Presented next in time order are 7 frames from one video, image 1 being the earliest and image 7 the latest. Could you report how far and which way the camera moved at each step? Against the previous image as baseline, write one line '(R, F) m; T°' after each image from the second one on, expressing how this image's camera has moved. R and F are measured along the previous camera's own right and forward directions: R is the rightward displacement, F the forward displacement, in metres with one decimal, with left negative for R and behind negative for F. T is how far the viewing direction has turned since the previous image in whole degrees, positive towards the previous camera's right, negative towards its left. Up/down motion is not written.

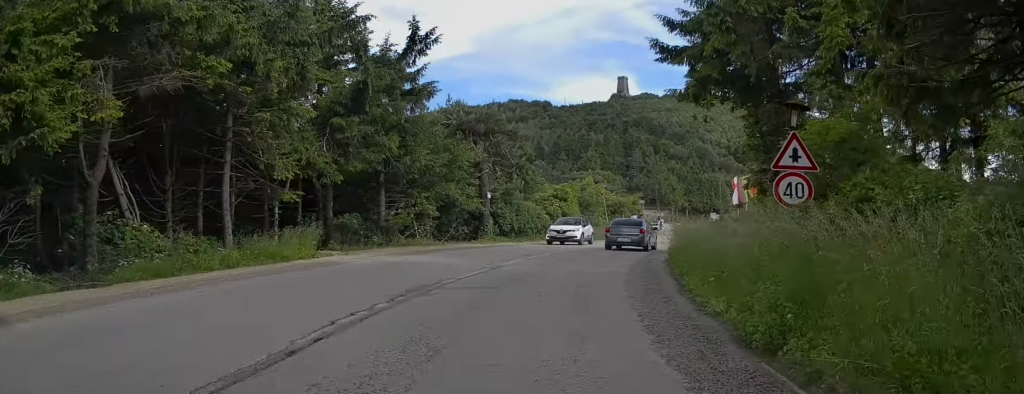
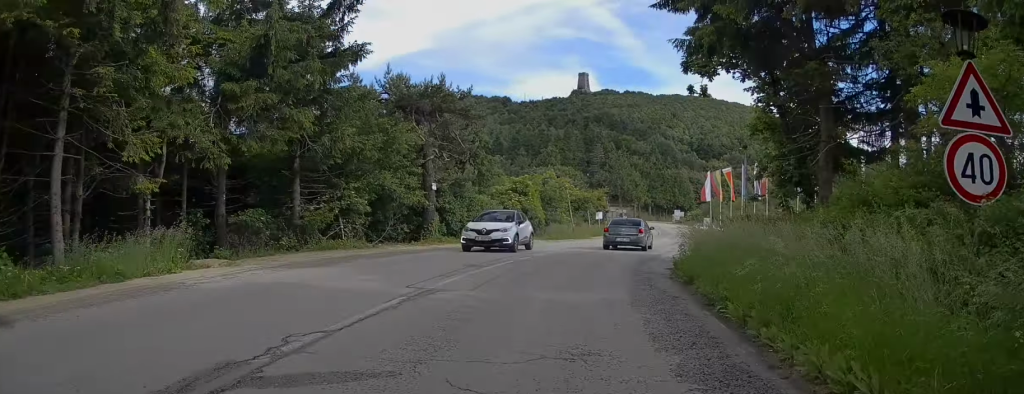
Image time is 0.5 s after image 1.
(+0.1, +5.9) m; +4°
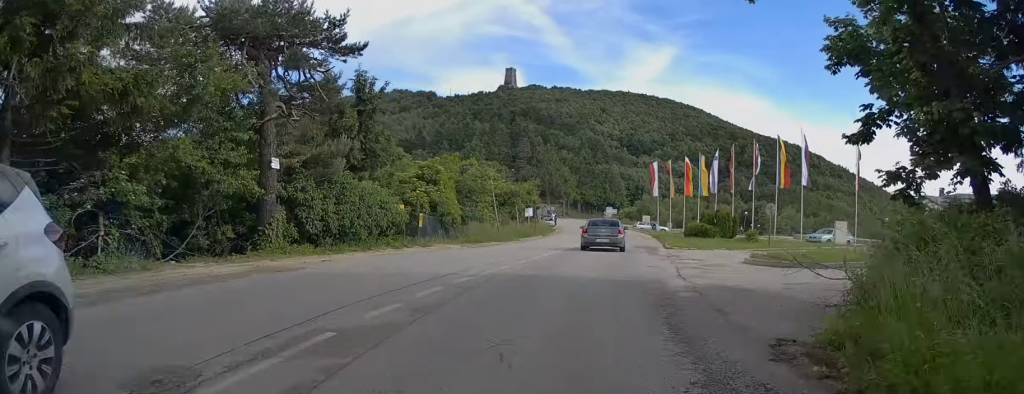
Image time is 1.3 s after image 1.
(+0.8, +10.9) m; +6°
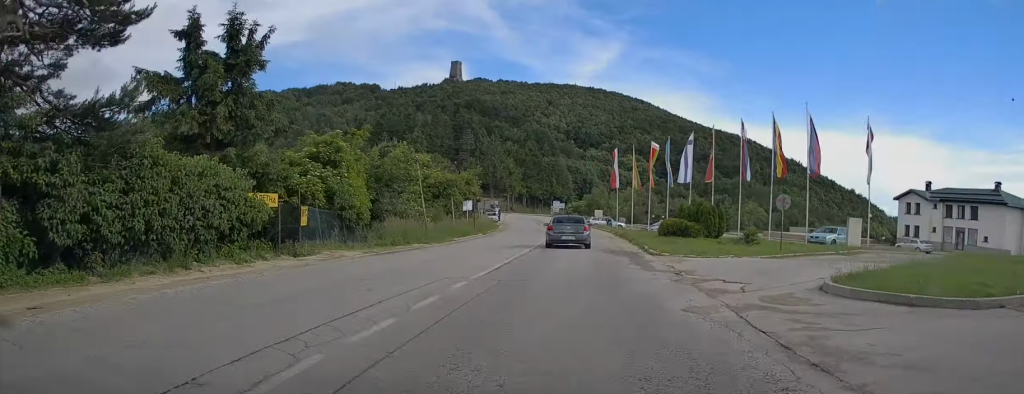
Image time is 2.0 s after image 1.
(+0.4, +8.8) m; +4°
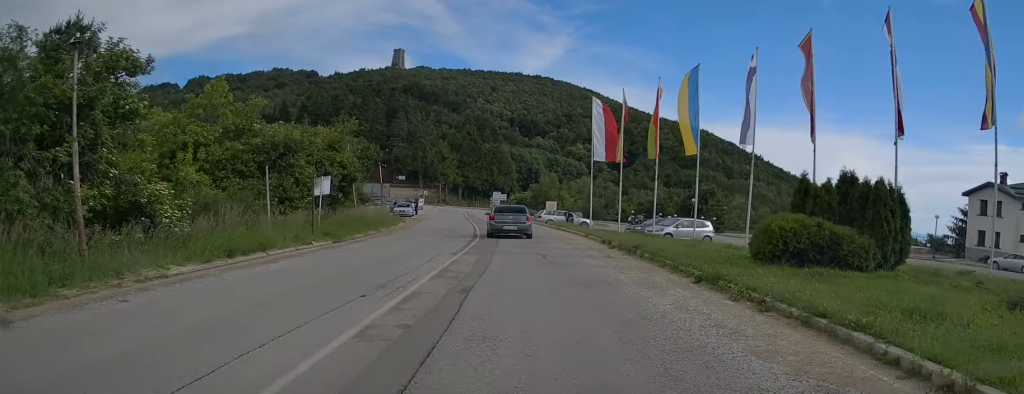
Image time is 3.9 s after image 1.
(+1.4, +23.7) m; +4°
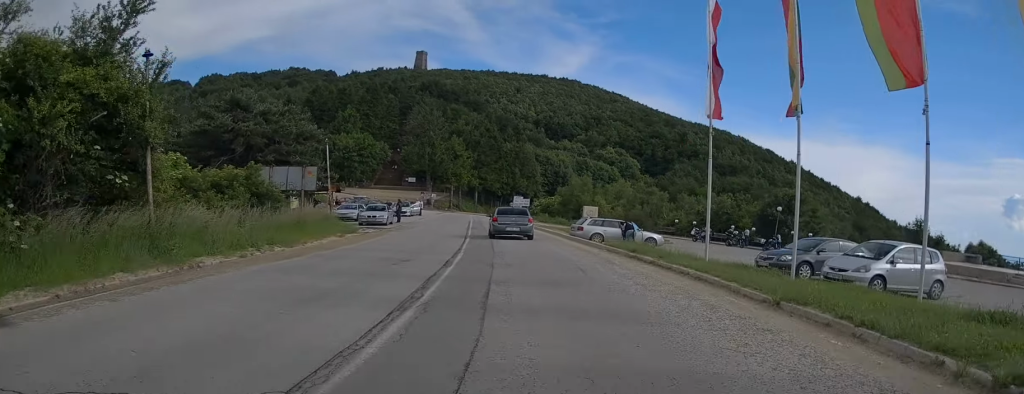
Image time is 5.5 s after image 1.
(-0.4, +20.0) m; -2°
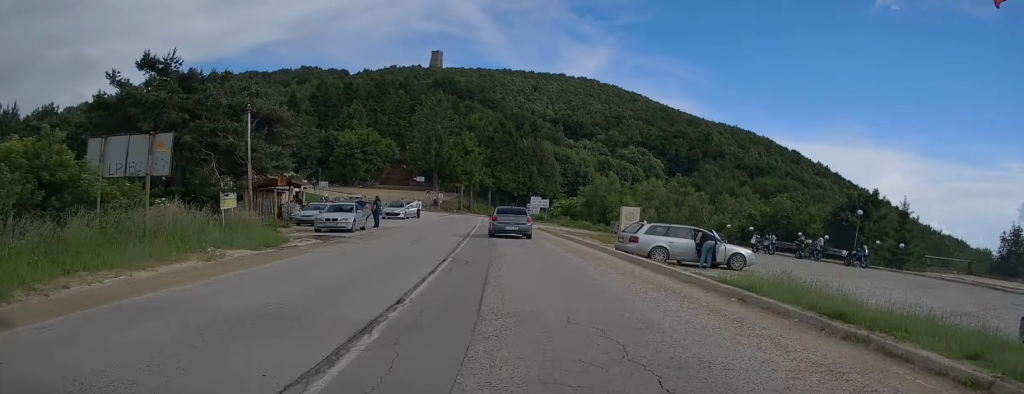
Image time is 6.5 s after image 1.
(0.0, +11.7) m; -2°
